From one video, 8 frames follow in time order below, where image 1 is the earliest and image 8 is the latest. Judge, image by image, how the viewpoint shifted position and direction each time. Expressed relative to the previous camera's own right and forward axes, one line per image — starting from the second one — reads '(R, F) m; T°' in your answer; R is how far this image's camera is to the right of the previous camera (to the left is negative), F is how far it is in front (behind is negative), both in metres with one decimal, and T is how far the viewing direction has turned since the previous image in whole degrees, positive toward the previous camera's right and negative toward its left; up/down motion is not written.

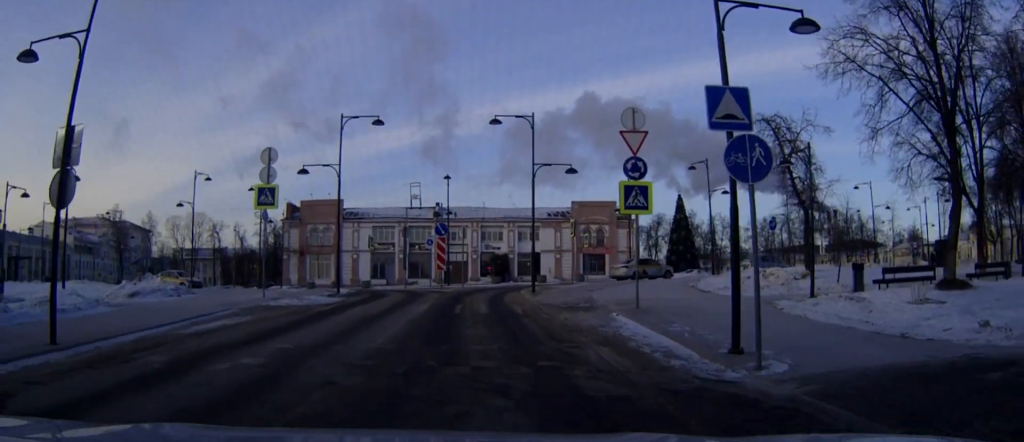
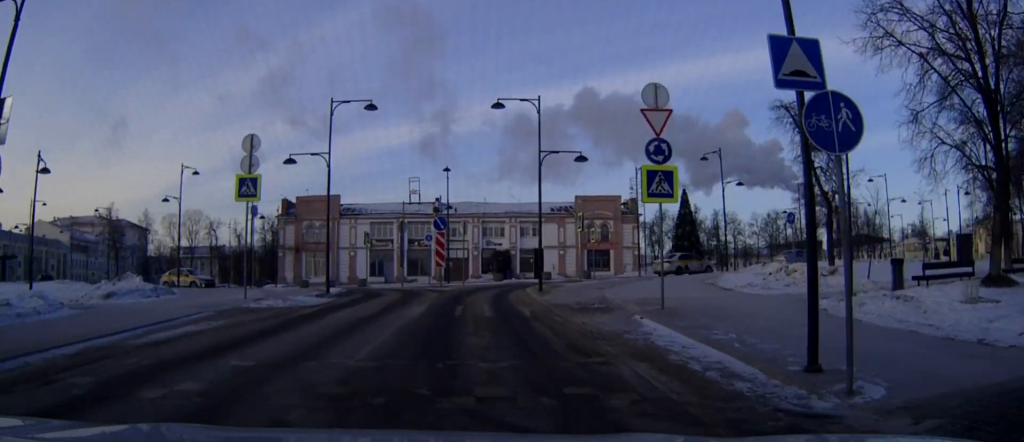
(0.0, +2.8) m; 0°
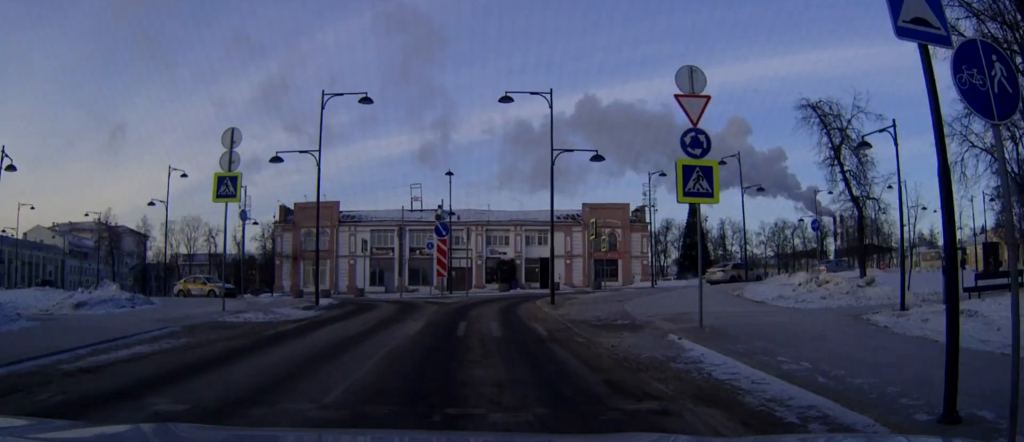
(0.0, +3.2) m; 0°
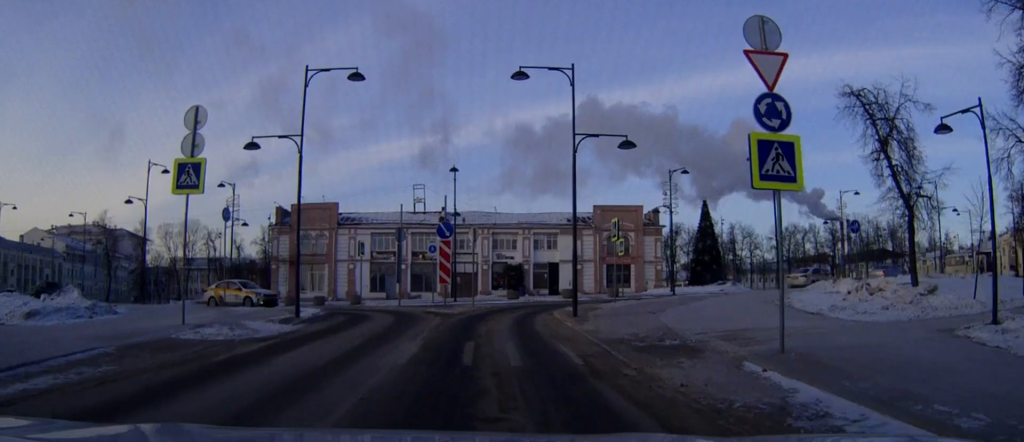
(0.0, +4.4) m; 0°
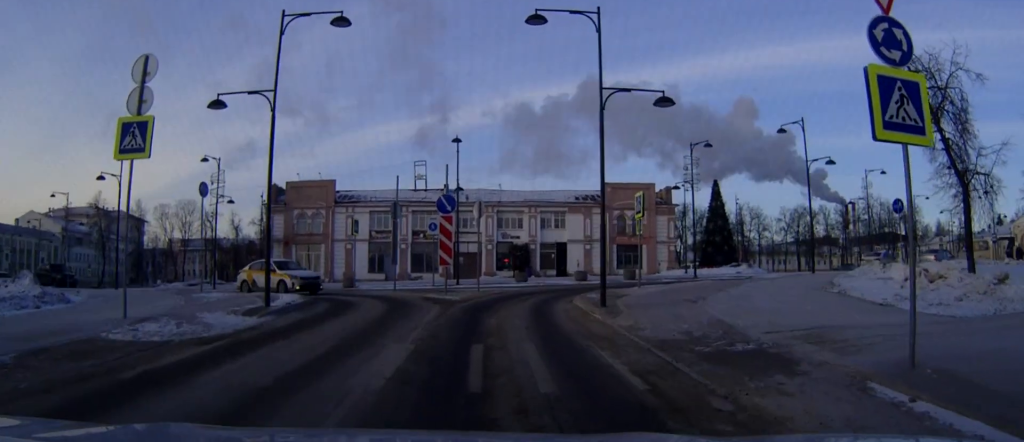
(0.0, +4.1) m; 0°
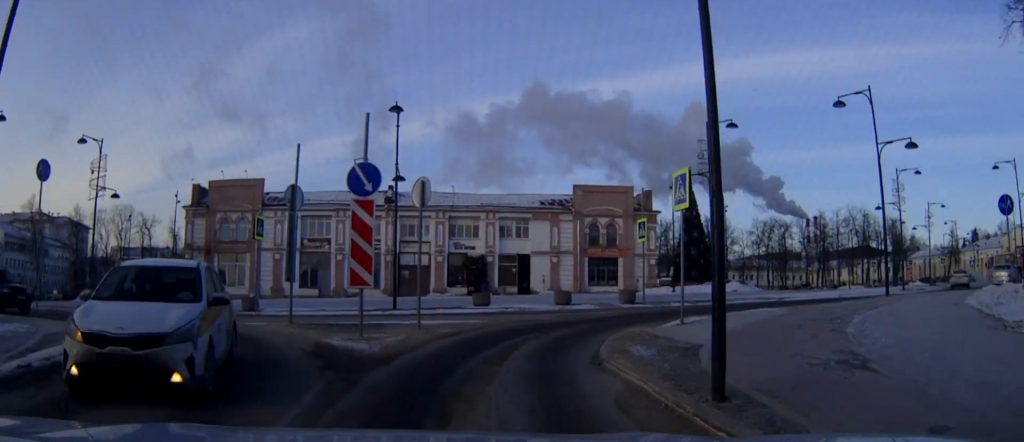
(+0.3, +9.8) m; +5°
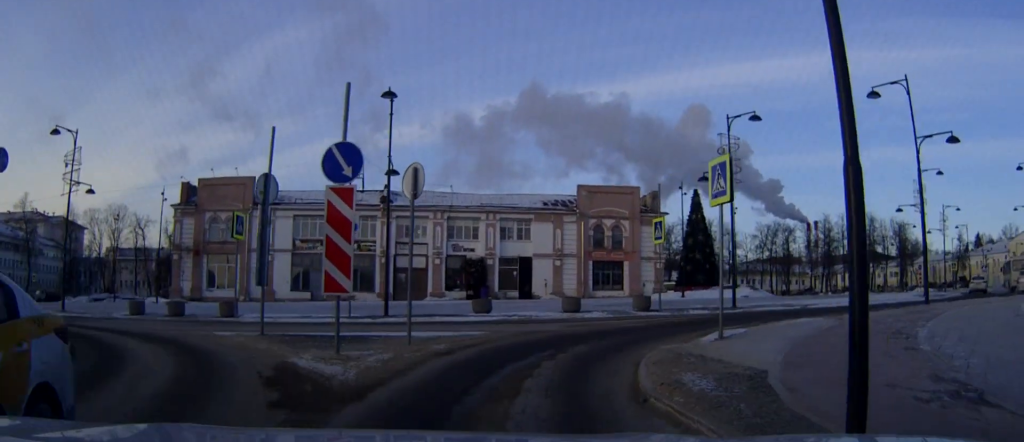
(+0.1, +2.6) m; +1°
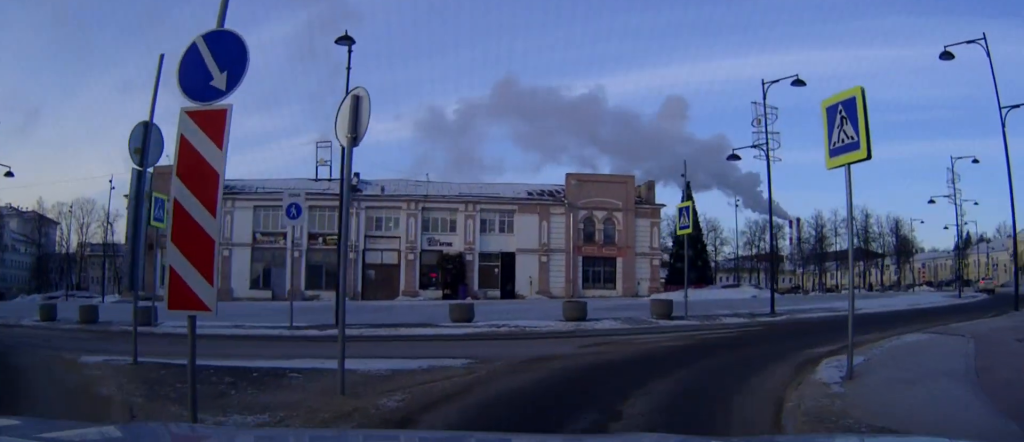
(0.0, +6.5) m; +2°
